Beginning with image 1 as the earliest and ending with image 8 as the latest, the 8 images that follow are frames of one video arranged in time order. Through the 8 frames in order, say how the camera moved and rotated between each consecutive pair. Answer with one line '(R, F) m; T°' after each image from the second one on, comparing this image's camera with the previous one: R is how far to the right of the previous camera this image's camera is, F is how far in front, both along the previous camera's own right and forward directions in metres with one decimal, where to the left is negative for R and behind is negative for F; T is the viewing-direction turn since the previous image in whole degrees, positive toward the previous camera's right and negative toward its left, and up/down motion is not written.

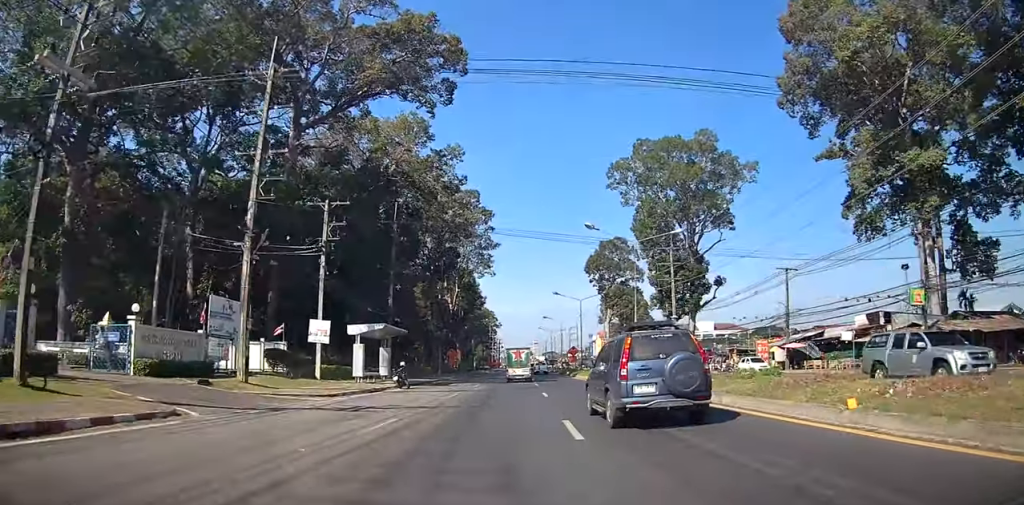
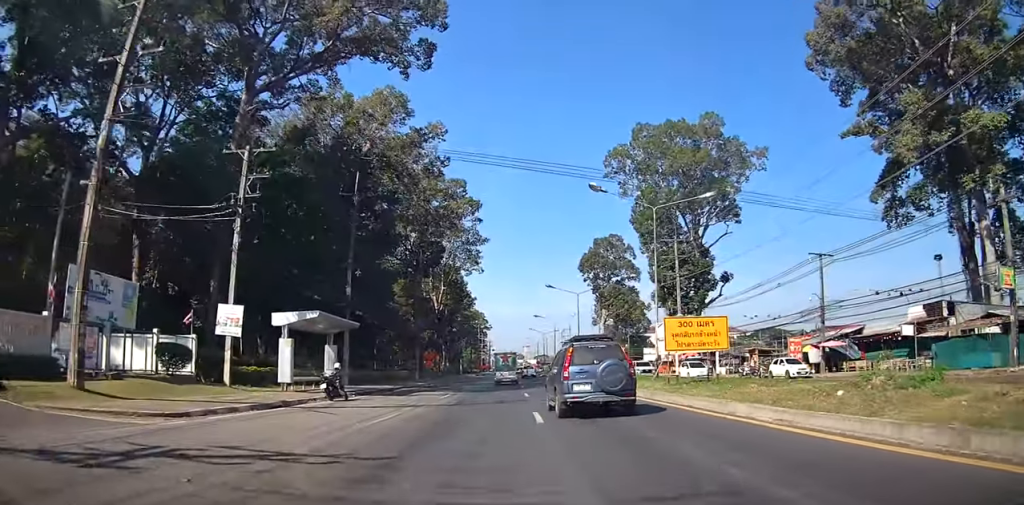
(+0.1, +7.8) m; +1°
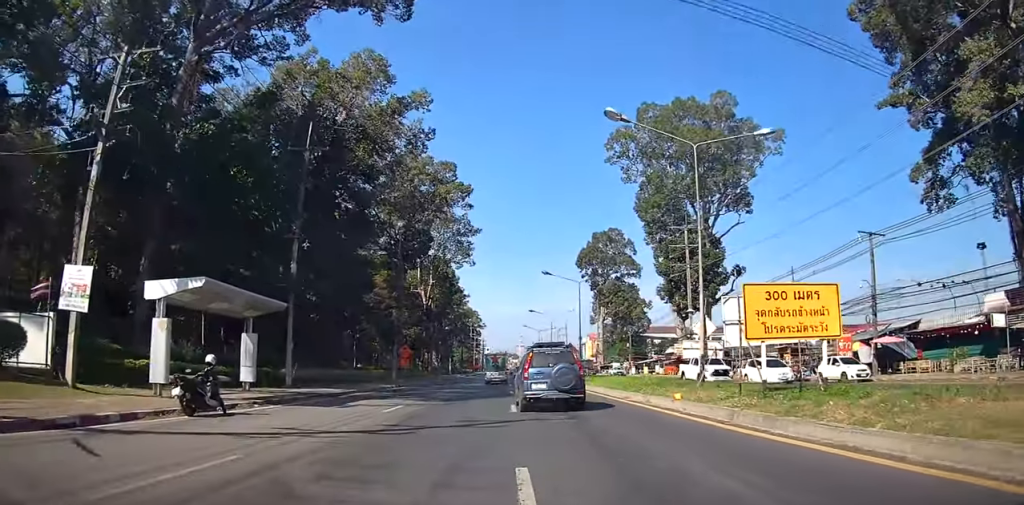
(+0.2, +7.4) m; +2°
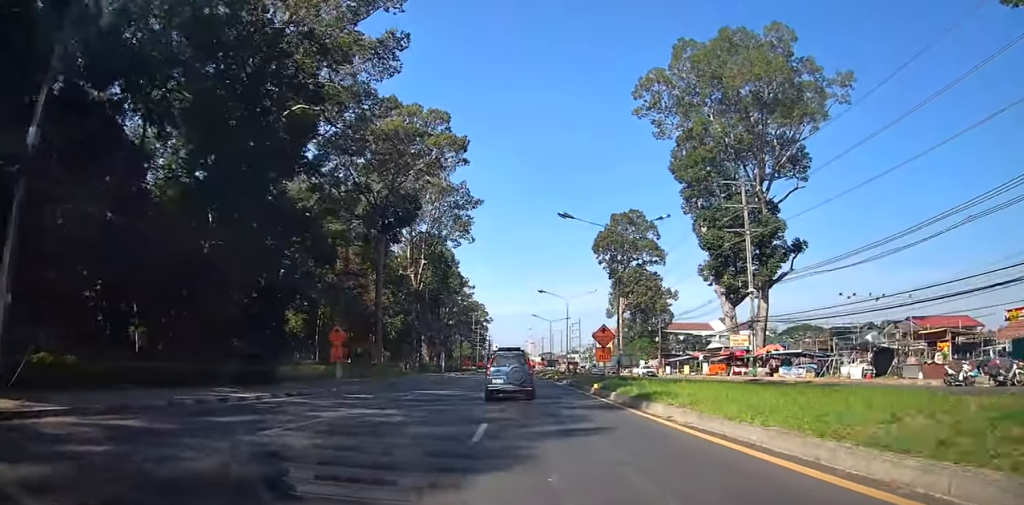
(+0.1, +17.1) m; -1°
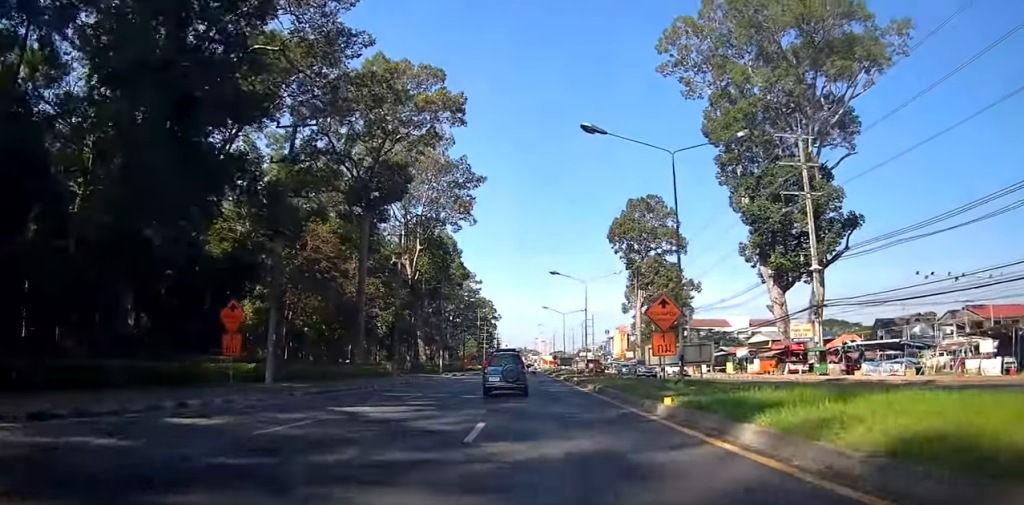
(-0.1, +10.6) m; -1°
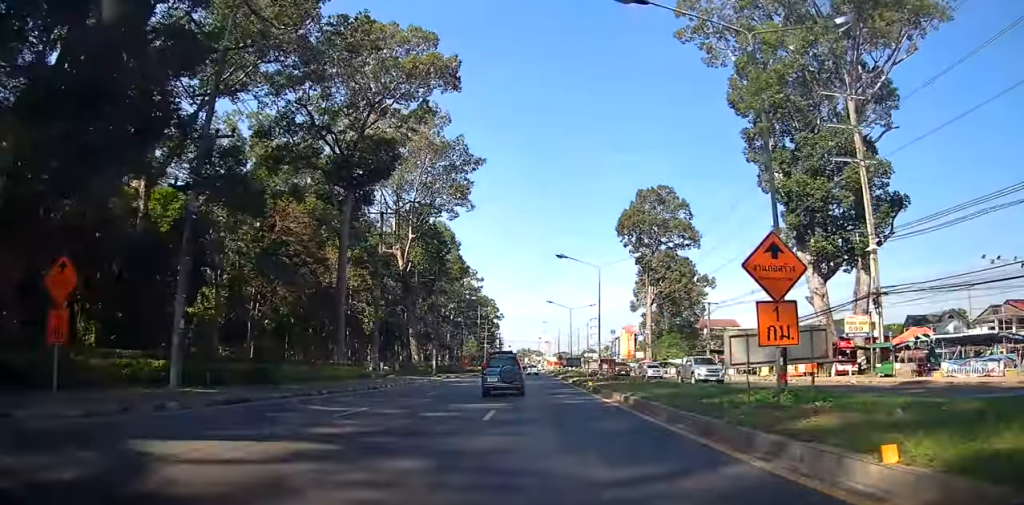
(-0.1, +7.3) m; -1°
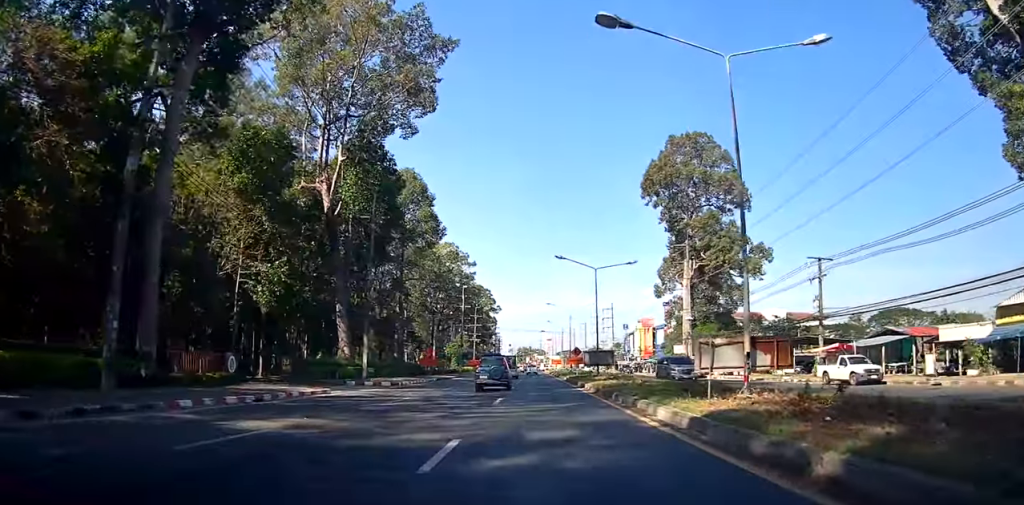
(-0.5, +27.4) m; -1°
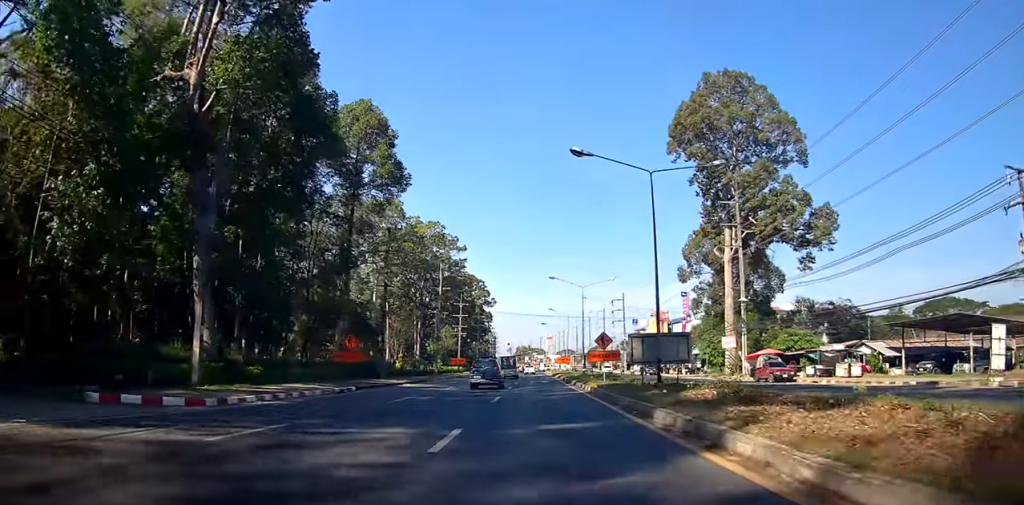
(+0.2, +20.4) m; +1°
